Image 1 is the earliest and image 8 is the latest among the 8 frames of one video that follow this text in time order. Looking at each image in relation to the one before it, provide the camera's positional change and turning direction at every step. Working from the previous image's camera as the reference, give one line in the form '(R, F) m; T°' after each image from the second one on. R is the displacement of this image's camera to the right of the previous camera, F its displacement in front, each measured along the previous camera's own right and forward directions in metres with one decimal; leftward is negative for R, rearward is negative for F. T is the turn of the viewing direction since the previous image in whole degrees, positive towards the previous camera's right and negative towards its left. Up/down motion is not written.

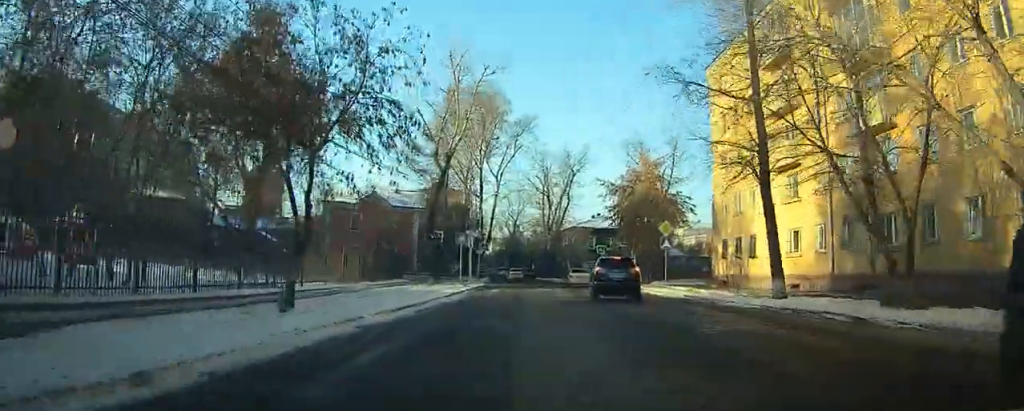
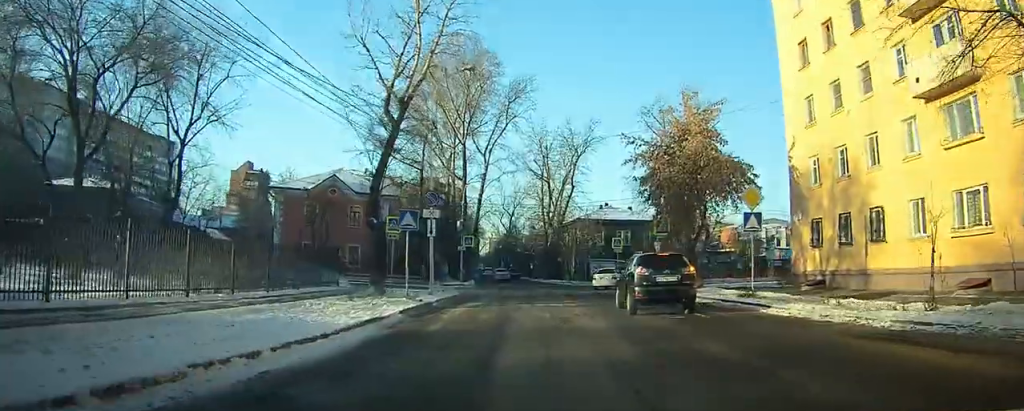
(+1.6, +15.7) m; +14°
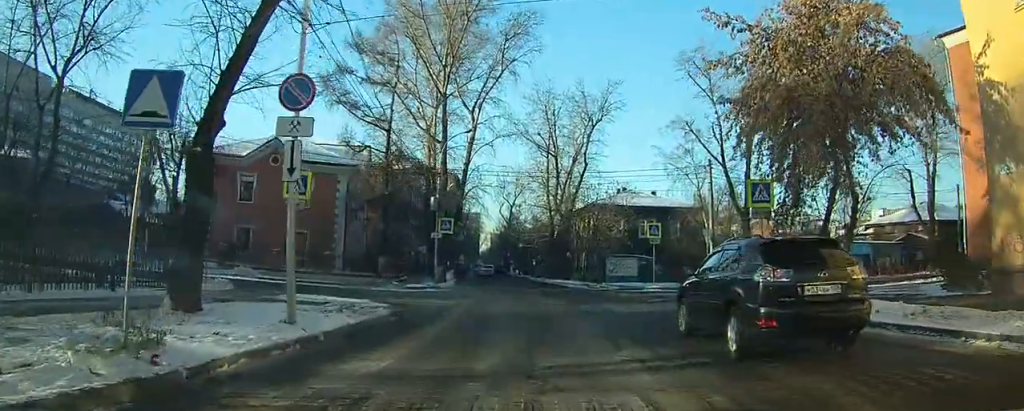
(+2.0, +17.7) m; +8°
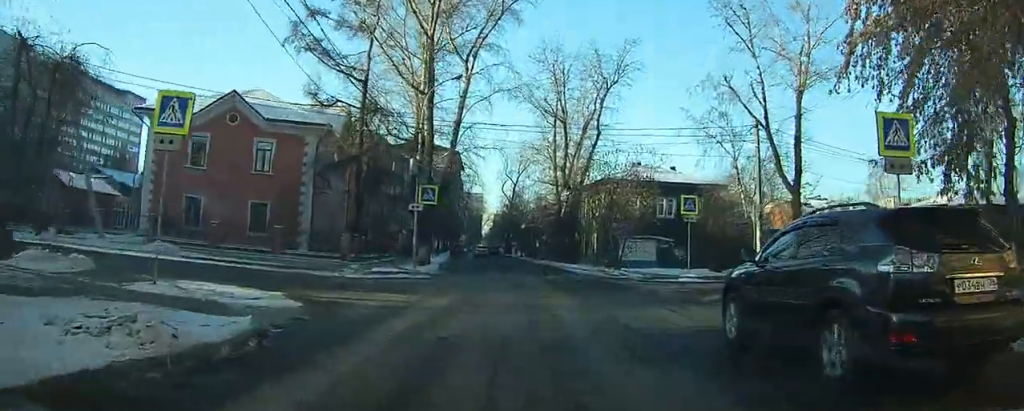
(+0.2, +14.0) m; -2°
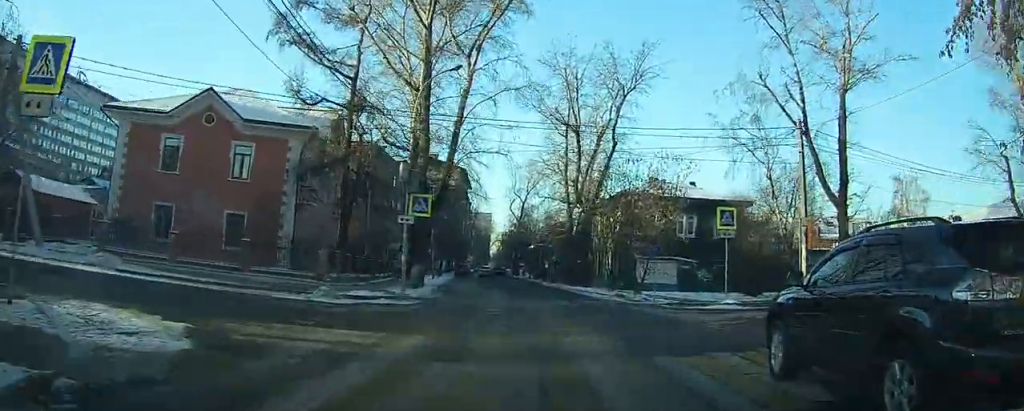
(0.0, +8.0) m; -5°
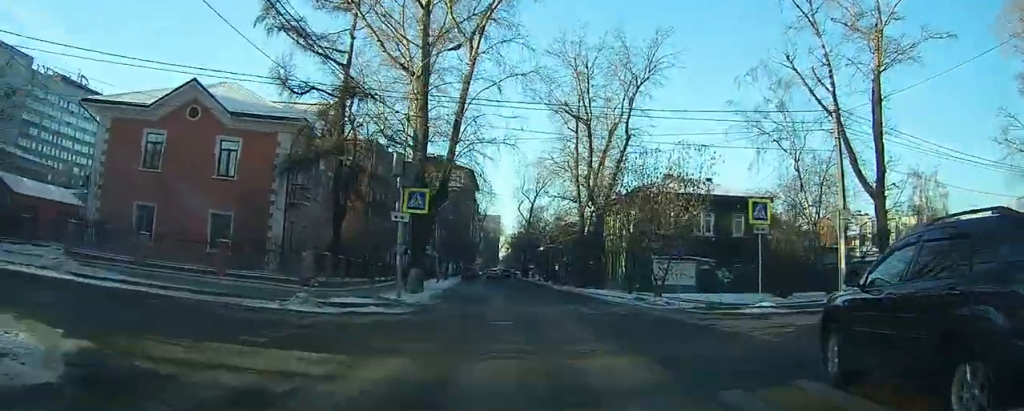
(-0.5, +4.4) m; -3°
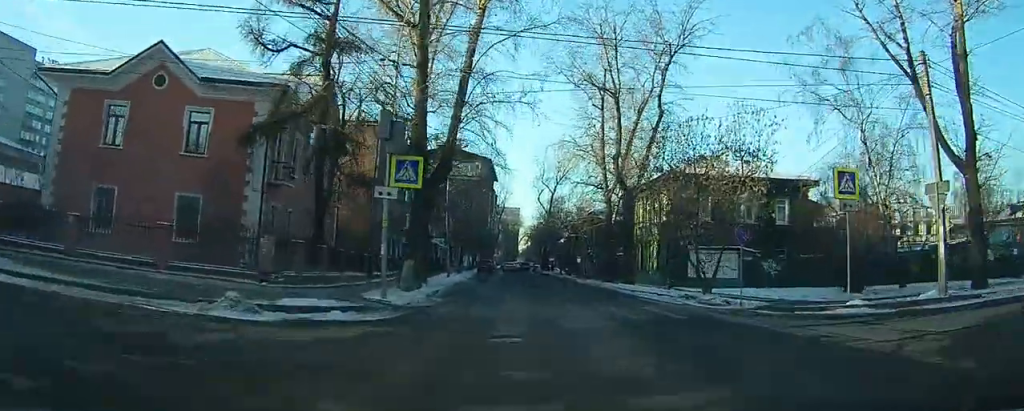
(-0.4, +7.2) m; -3°
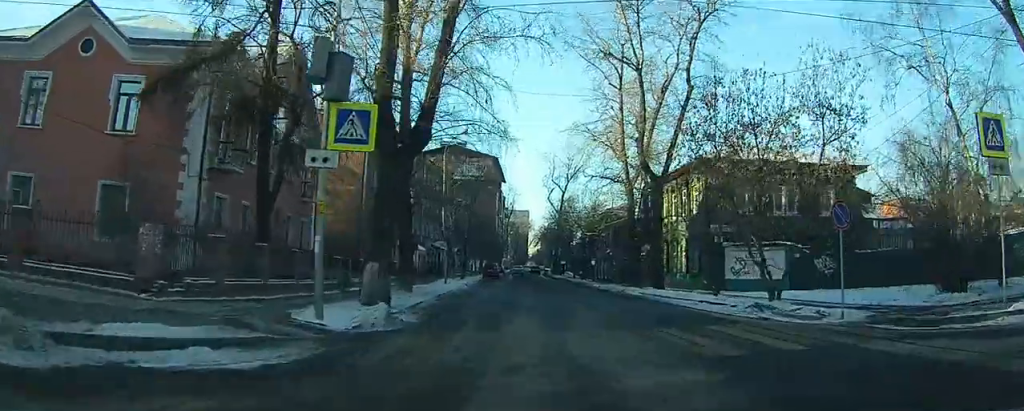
(0.0, +7.1) m; 0°
